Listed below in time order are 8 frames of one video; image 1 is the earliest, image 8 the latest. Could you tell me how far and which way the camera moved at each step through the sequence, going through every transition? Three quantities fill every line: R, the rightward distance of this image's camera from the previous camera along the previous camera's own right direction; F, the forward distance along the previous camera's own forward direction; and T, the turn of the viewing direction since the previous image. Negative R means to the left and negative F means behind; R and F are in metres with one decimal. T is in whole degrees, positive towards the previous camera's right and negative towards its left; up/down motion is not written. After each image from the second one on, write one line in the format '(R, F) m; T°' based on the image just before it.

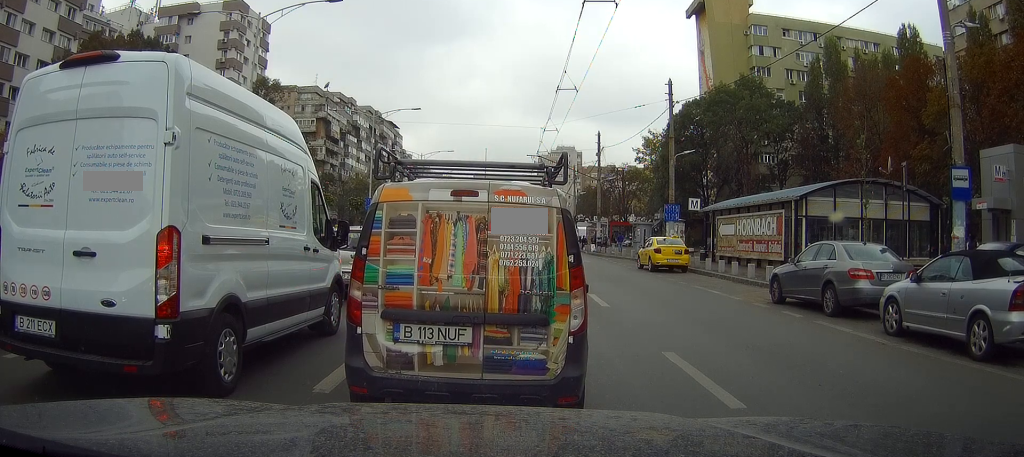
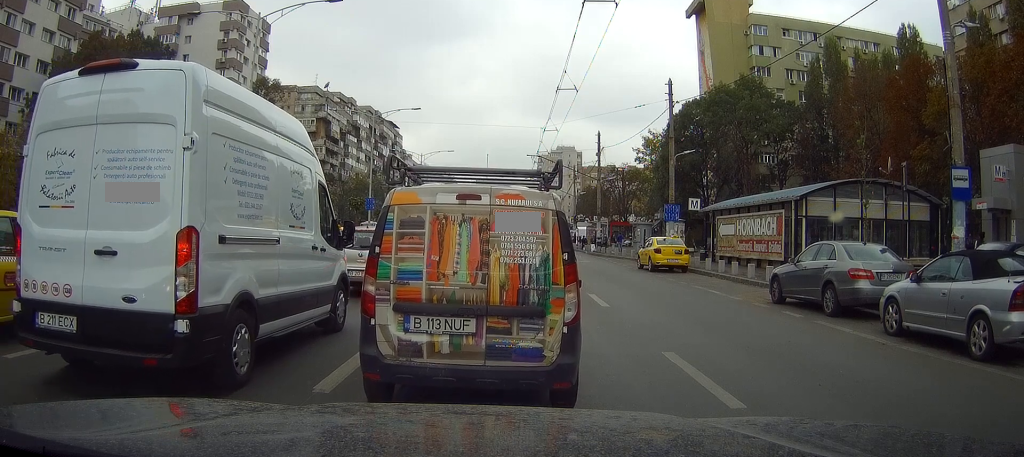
(0.0, 0.0) m; 0°
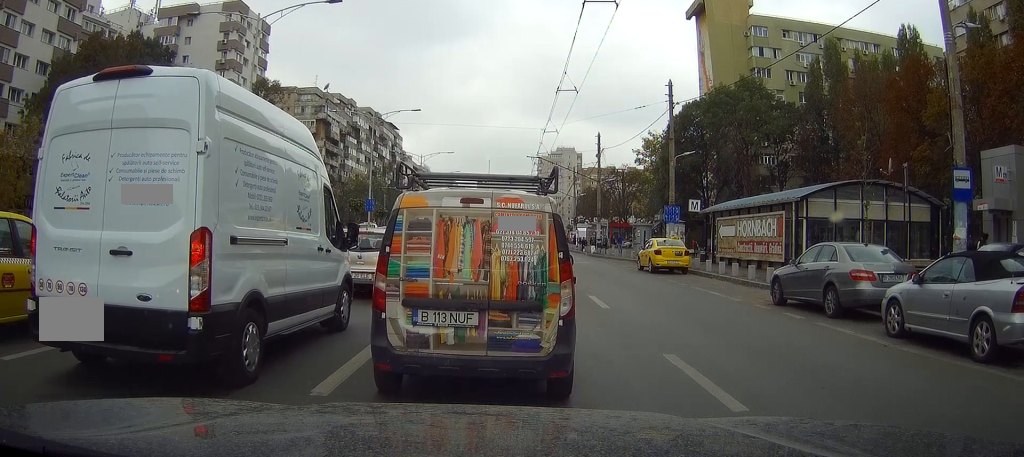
(0.0, 0.0) m; 0°
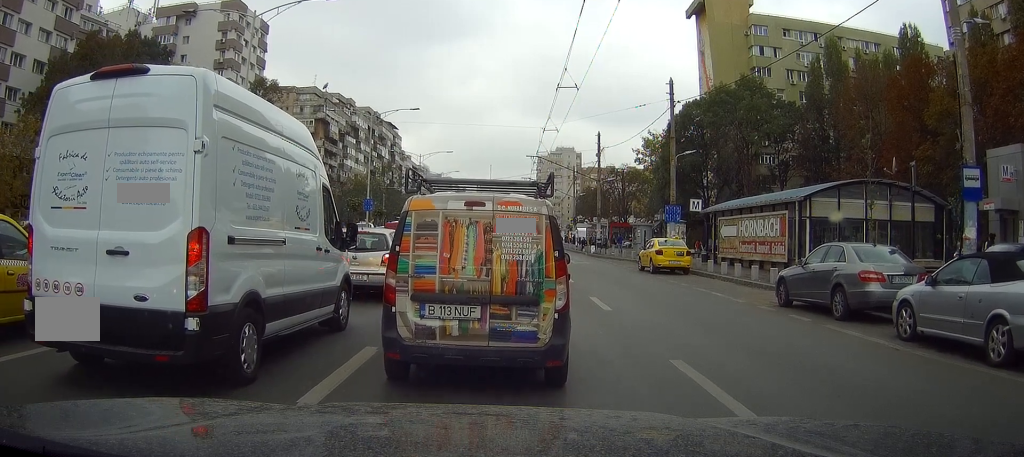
(0.0, 0.0) m; 0°
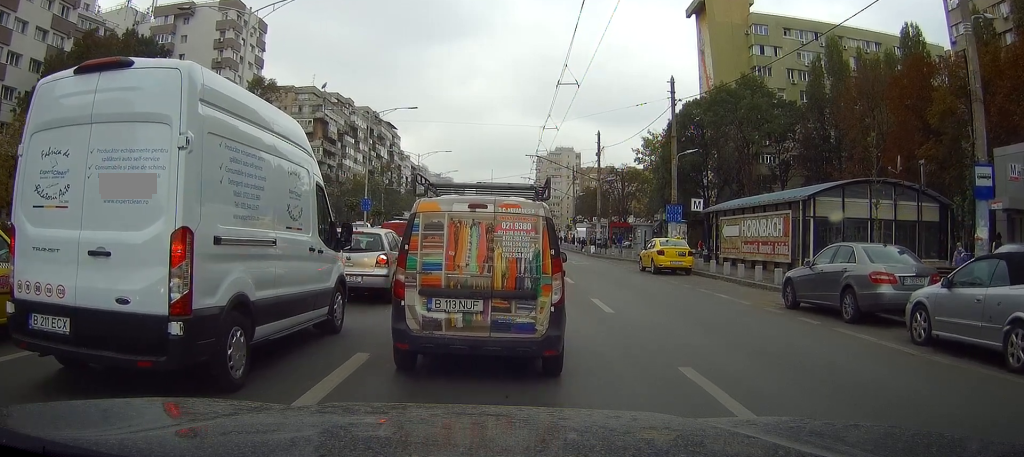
(0.0, 0.0) m; 0°
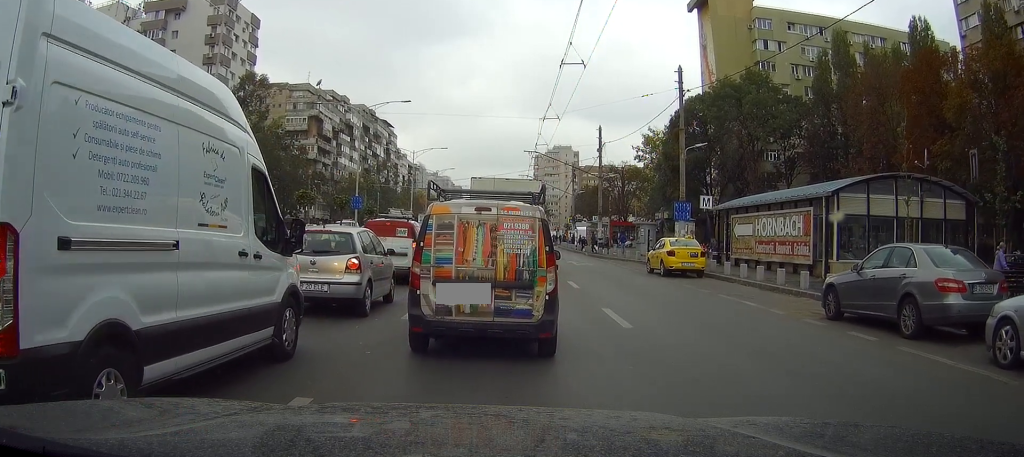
(0.0, +1.0) m; 0°
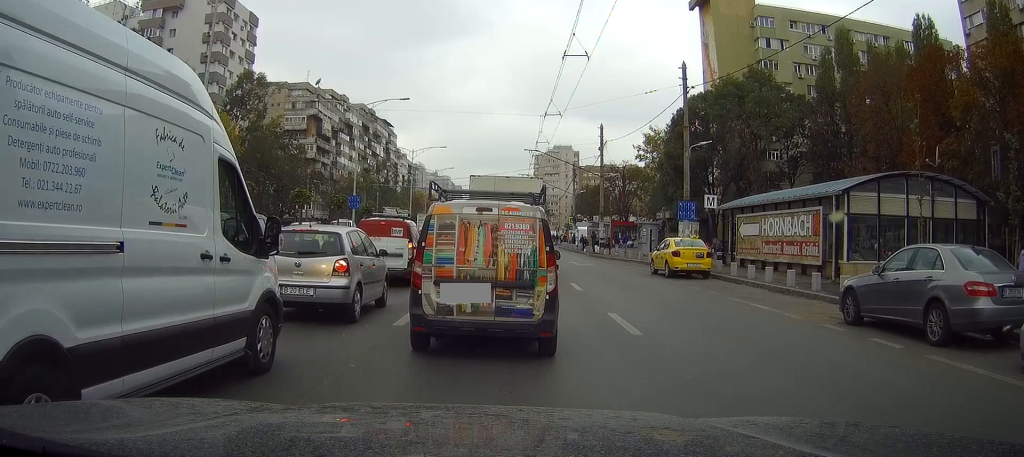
(0.0, +0.7) m; 0°
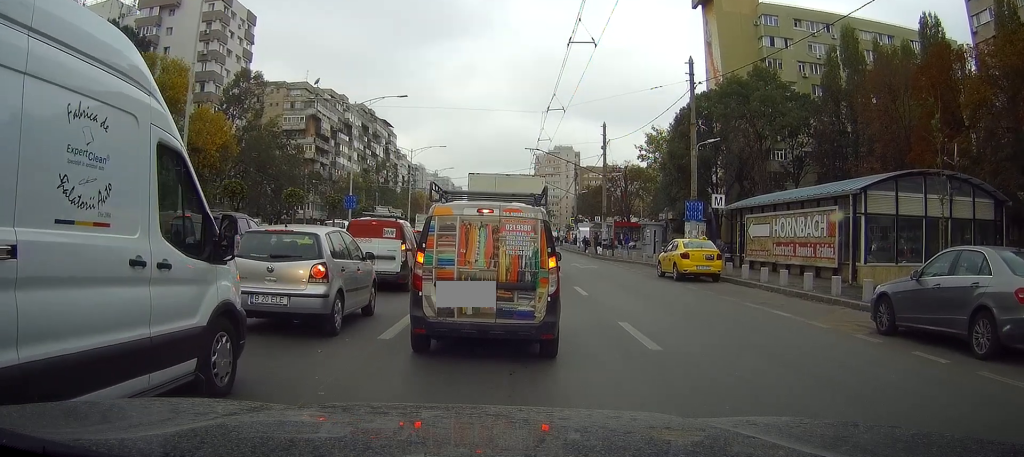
(0.0, +1.3) m; -1°
